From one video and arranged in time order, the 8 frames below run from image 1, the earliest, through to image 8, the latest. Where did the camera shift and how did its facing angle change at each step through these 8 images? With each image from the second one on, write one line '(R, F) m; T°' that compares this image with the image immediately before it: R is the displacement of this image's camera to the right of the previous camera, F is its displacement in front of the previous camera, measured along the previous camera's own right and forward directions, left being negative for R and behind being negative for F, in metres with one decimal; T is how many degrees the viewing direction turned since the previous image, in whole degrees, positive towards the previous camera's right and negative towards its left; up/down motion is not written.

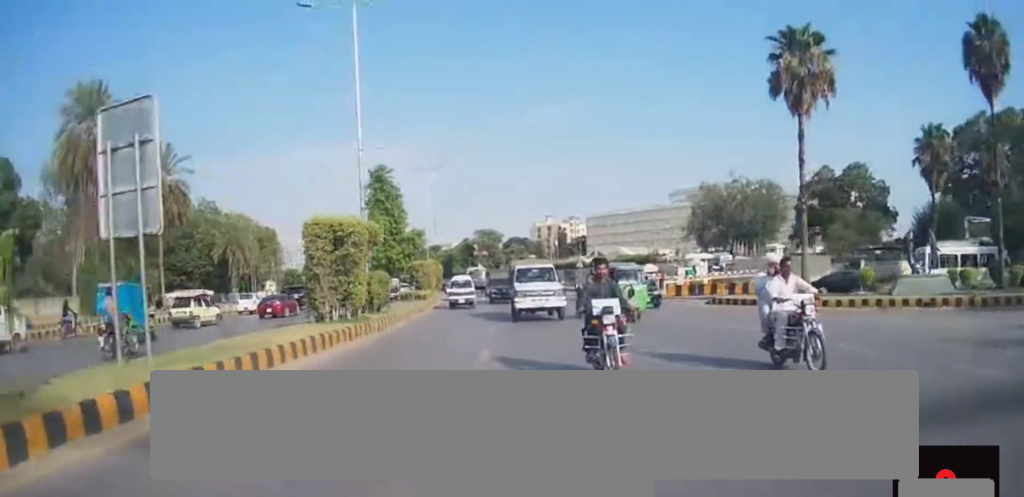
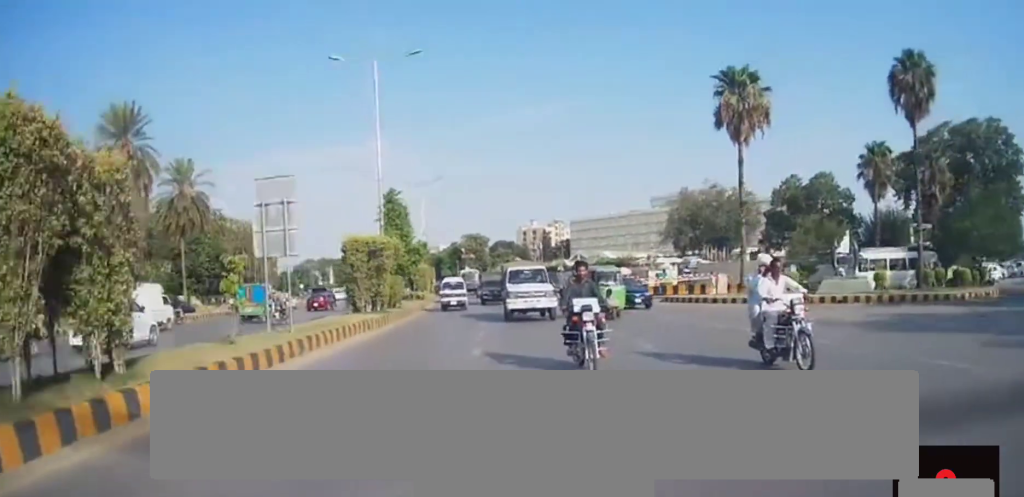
(-0.2, +6.4) m; 0°
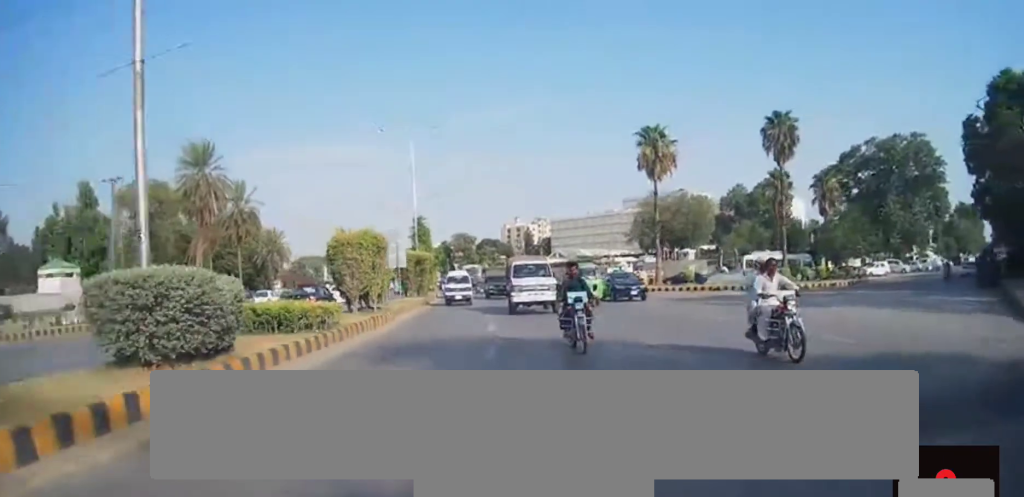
(+0.5, +18.2) m; +3°
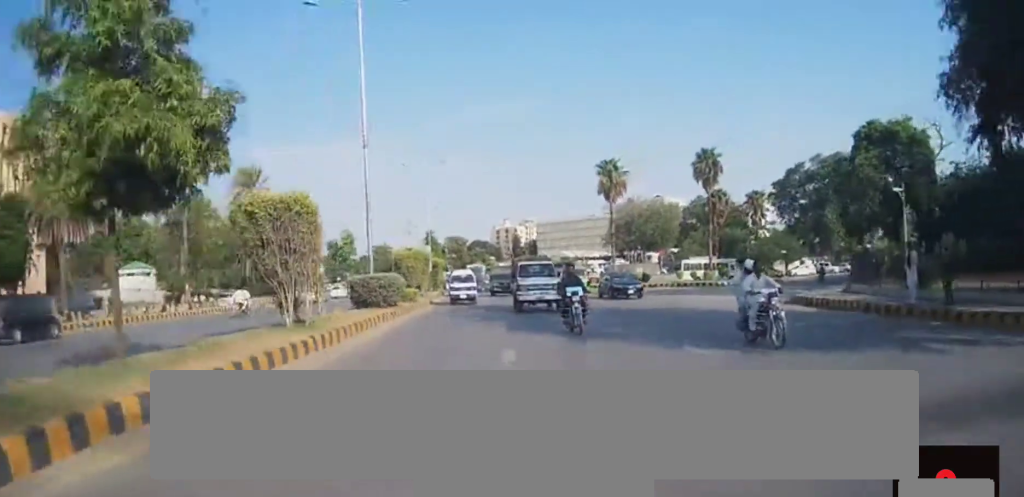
(+0.1, +17.0) m; -1°
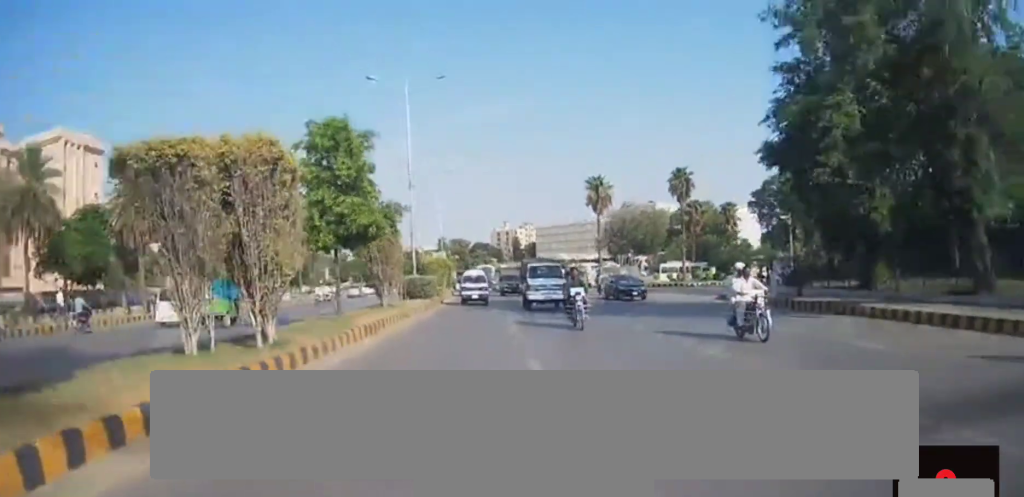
(-0.4, +11.1) m; -1°
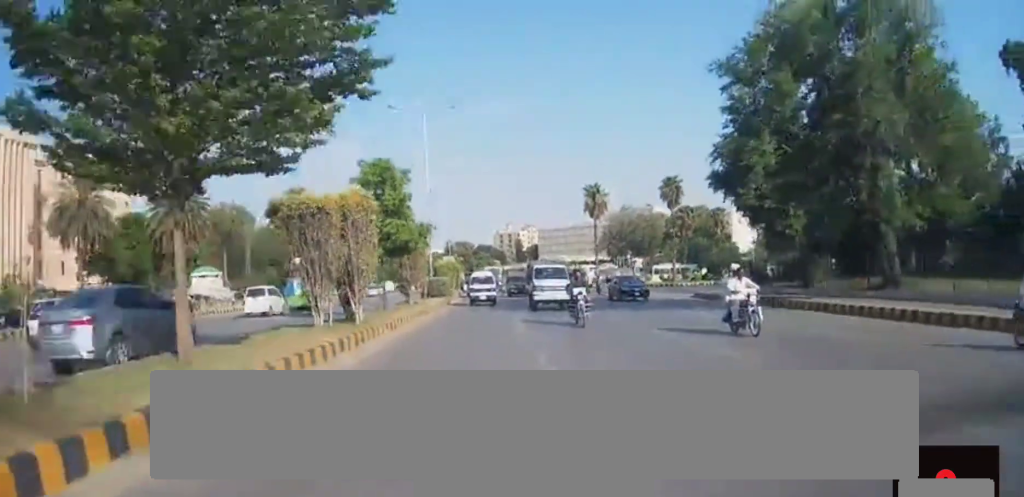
(+0.1, +6.3) m; 0°
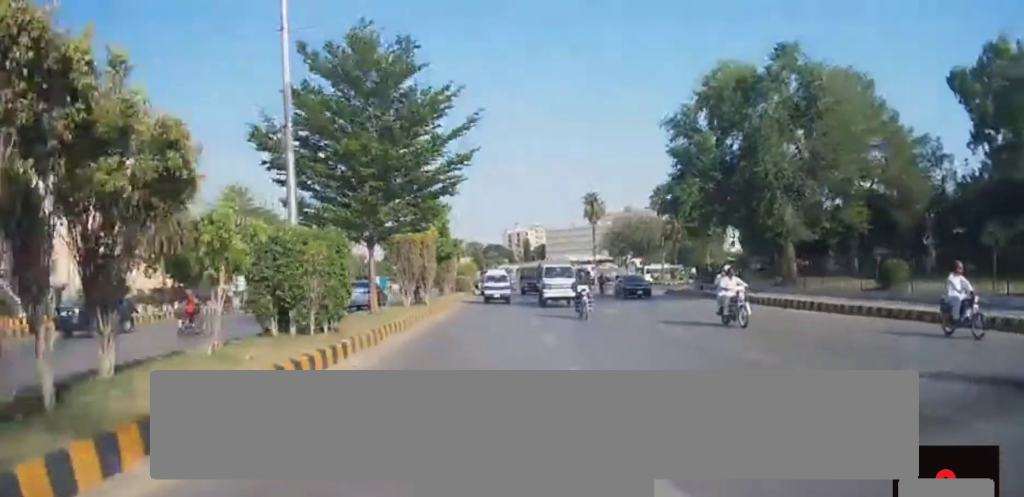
(+0.2, +11.4) m; 0°
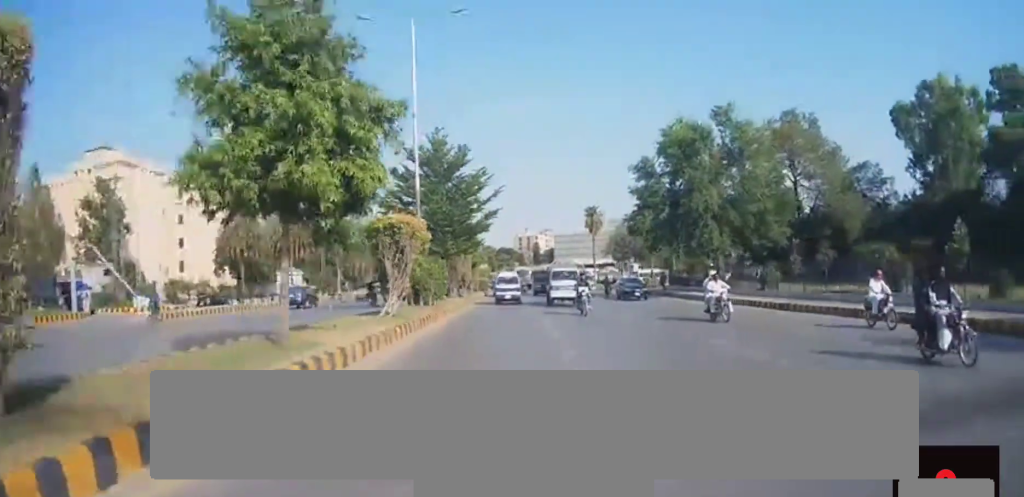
(-0.3, +13.9) m; -1°
